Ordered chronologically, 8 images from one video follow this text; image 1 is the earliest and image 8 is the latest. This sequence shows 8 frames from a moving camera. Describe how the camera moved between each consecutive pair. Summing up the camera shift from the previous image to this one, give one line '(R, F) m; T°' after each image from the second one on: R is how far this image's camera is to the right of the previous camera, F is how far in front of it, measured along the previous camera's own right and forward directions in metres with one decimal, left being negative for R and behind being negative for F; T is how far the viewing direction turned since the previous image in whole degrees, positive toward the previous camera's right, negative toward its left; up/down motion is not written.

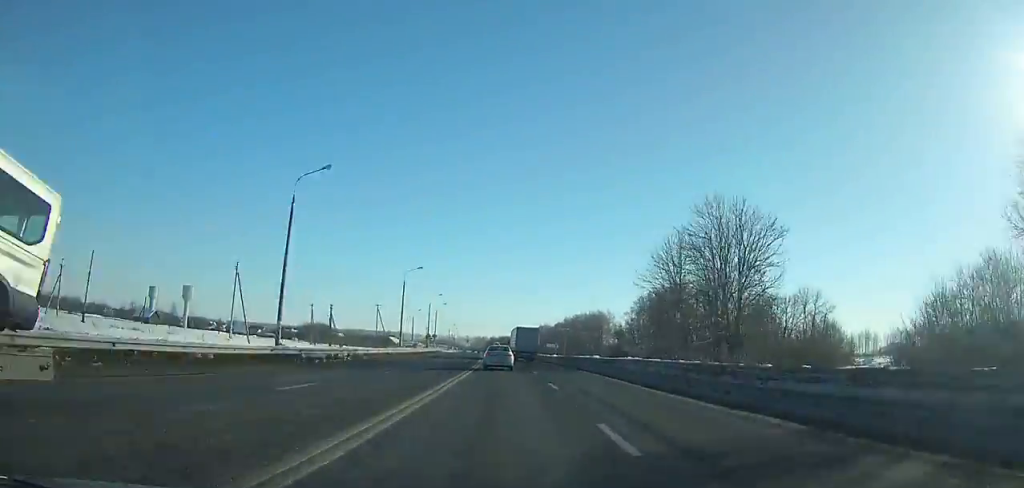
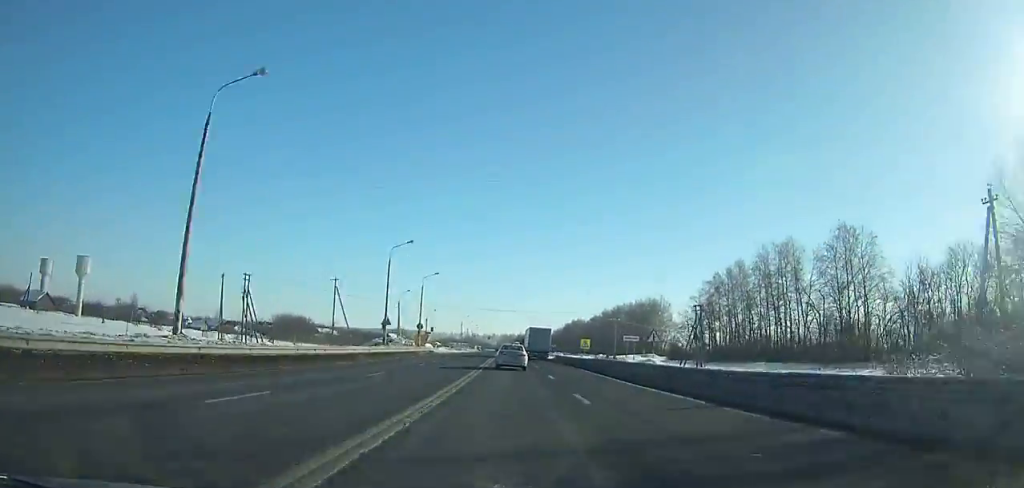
(-0.7, +53.7) m; -1°
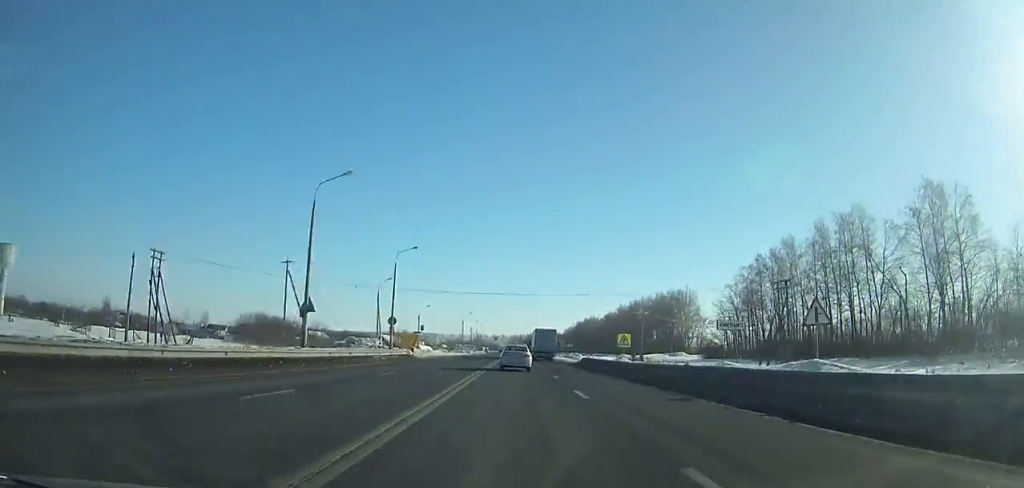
(-0.1, +23.3) m; -1°
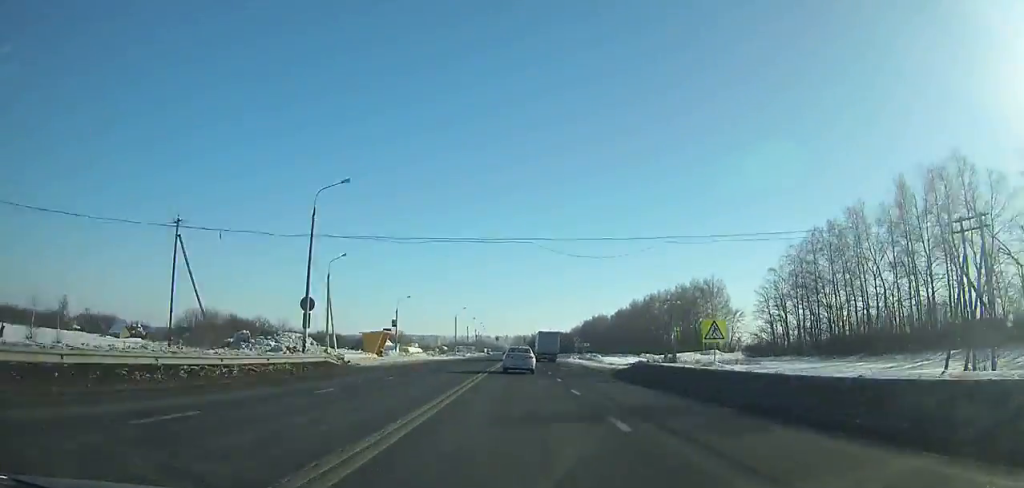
(-0.1, +24.1) m; 0°
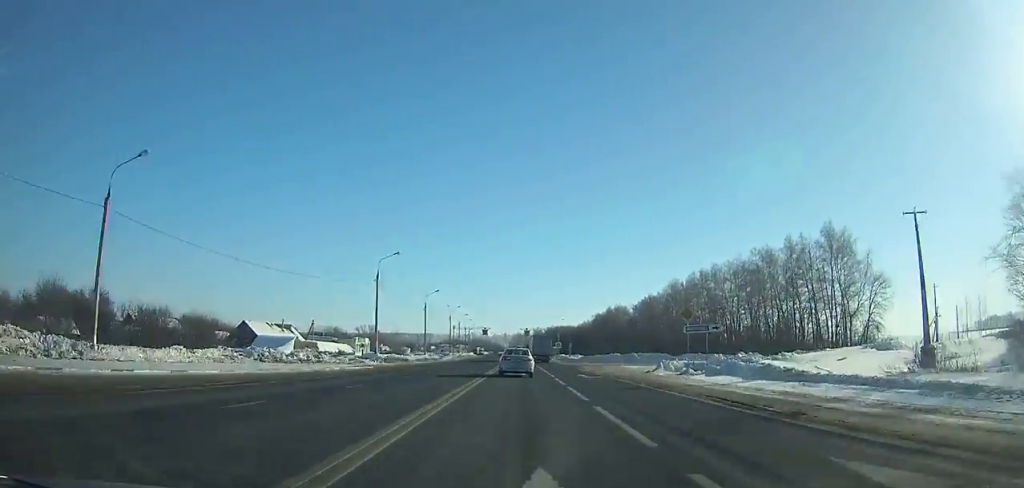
(-0.2, +69.3) m; -1°
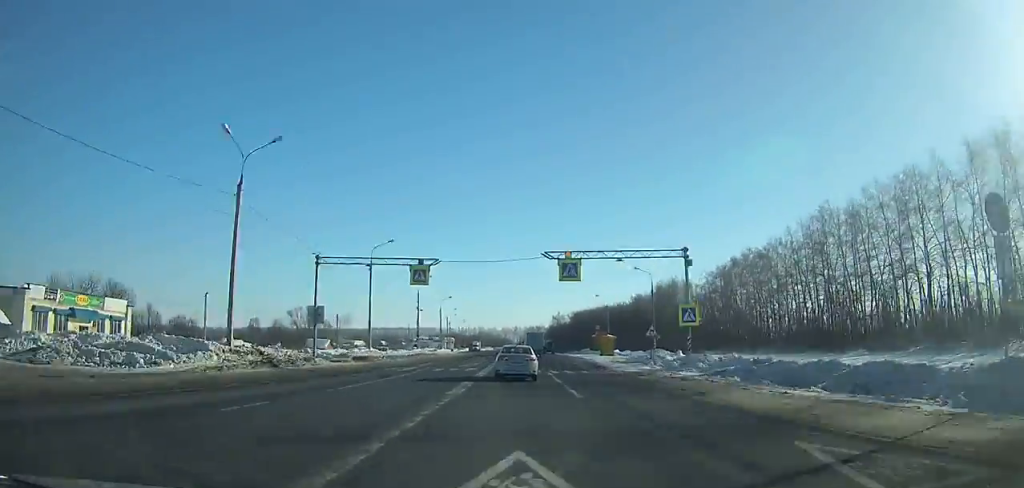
(-1.1, +93.5) m; -1°
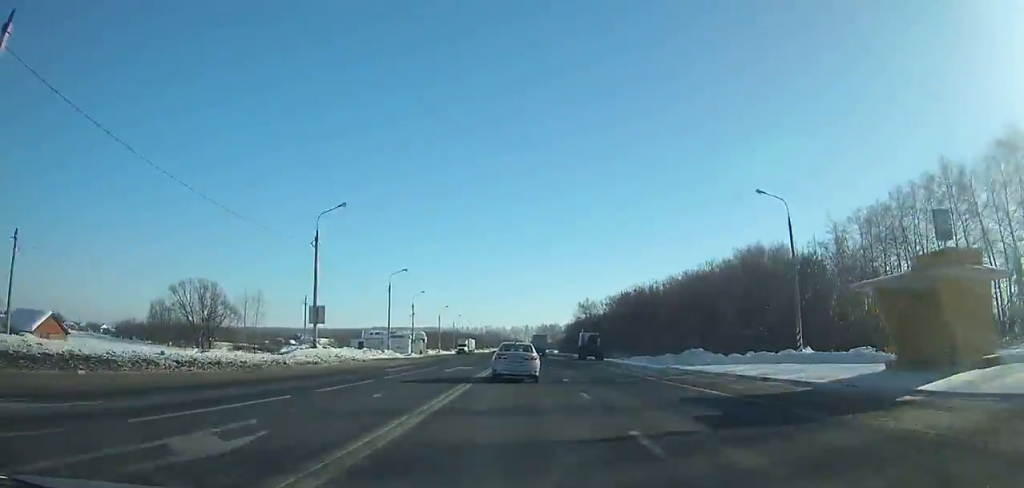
(-0.6, +70.7) m; 0°
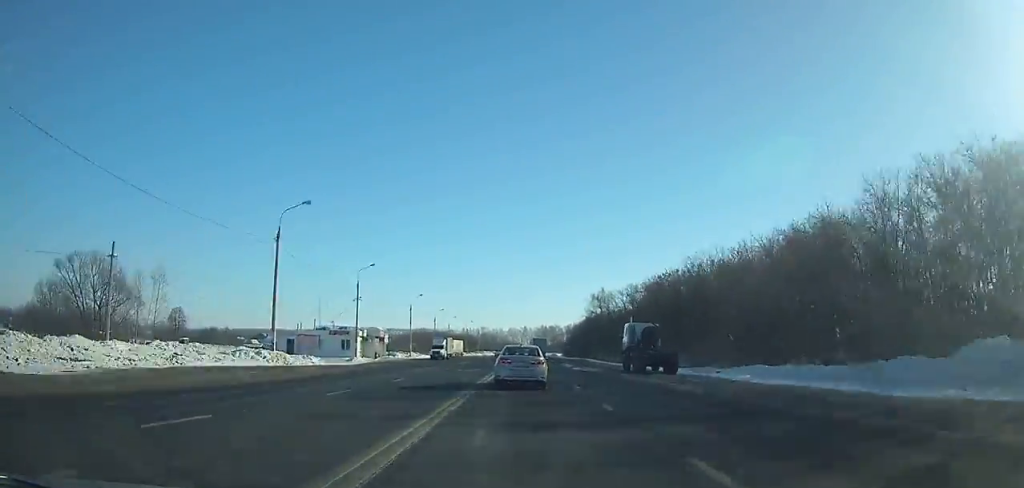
(+0.1, +34.1) m; 0°
